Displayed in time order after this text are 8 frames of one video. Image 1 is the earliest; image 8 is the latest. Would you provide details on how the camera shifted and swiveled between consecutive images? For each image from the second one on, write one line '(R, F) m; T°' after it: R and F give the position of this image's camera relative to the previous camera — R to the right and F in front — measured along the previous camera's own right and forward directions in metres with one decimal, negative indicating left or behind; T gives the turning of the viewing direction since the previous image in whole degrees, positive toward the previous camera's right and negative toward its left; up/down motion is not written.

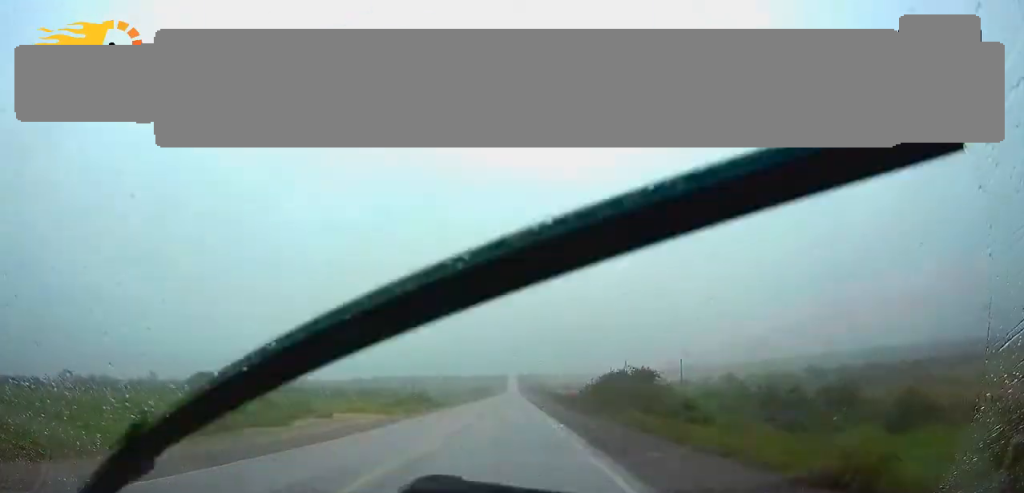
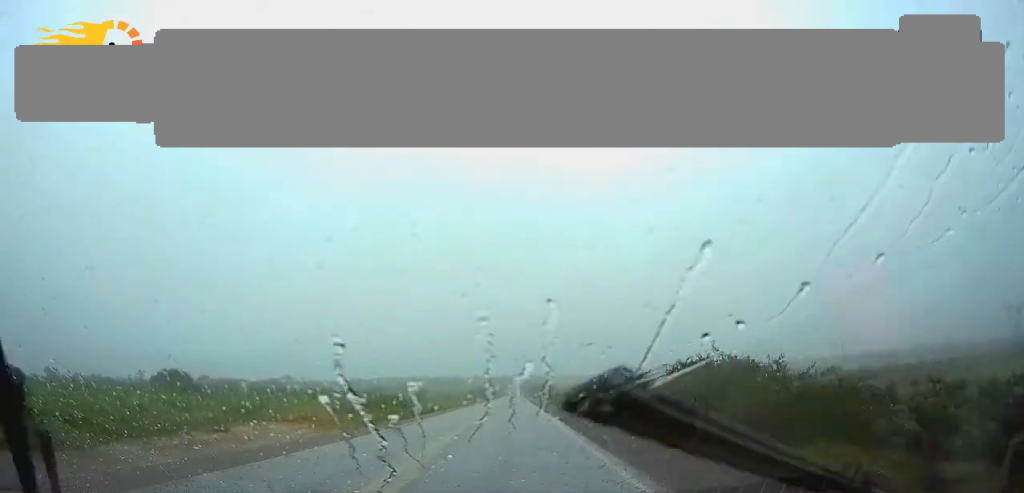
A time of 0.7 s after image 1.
(-0.1, +19.4) m; 0°
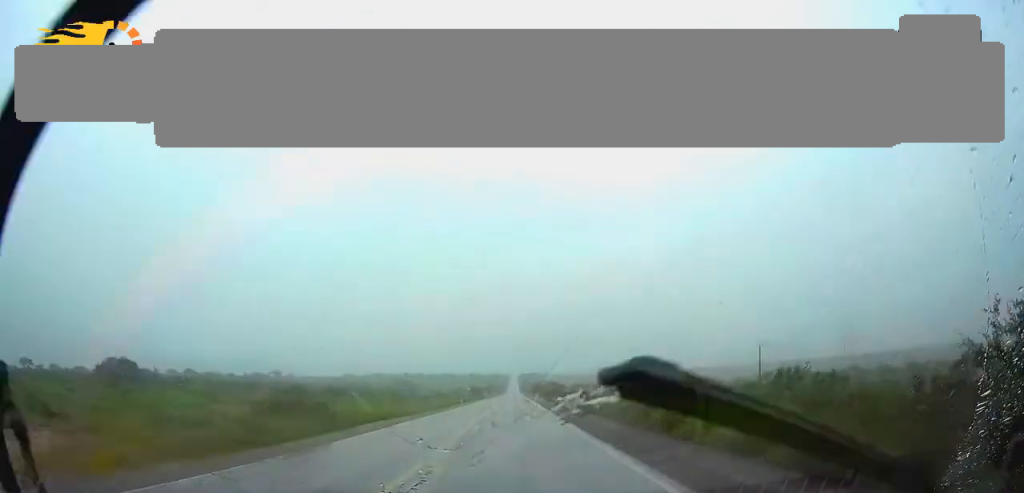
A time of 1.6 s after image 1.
(0.0, +22.3) m; 0°
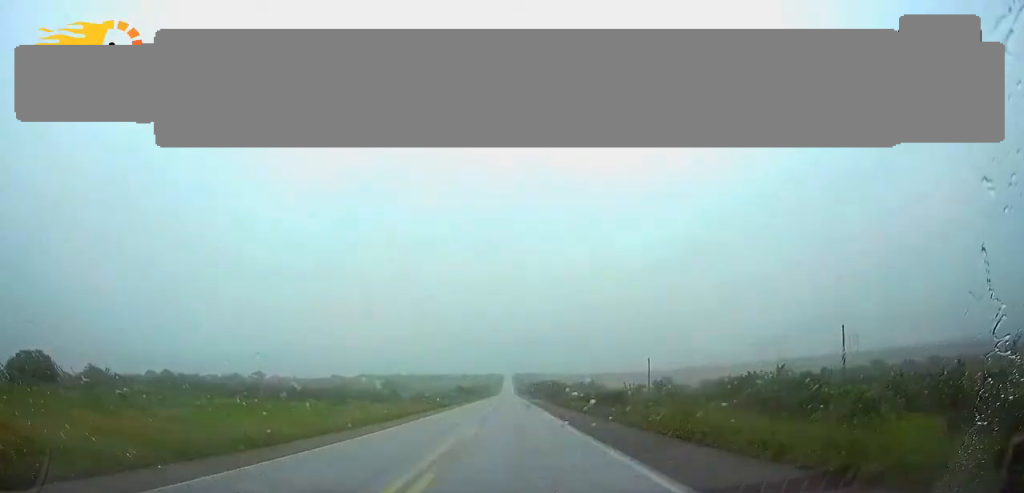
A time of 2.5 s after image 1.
(+0.1, +26.3) m; 0°
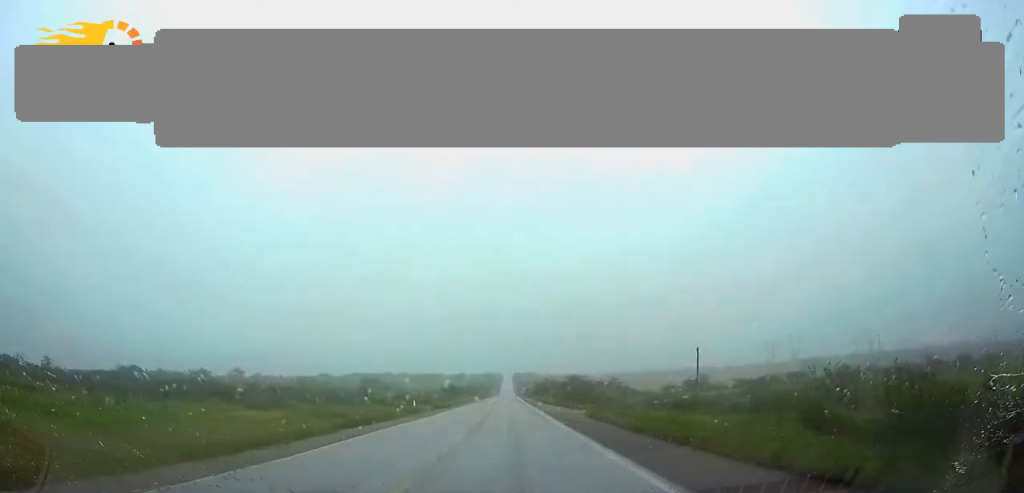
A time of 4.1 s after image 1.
(+0.1, +42.6) m; 0°
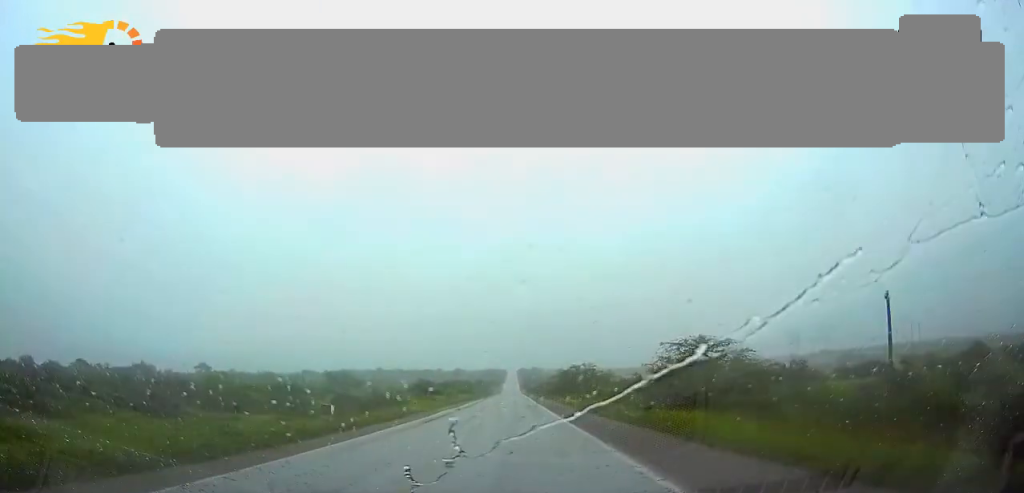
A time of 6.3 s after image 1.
(-0.2, +63.4) m; -1°
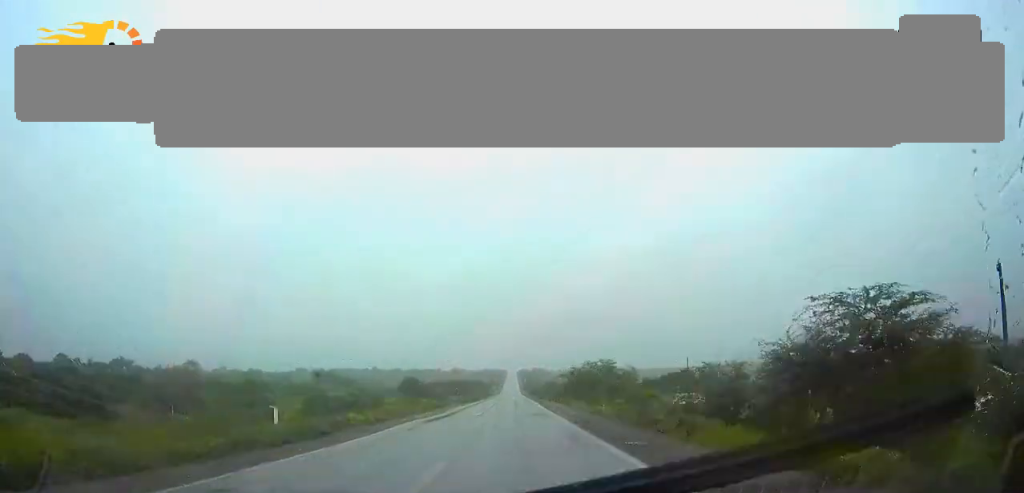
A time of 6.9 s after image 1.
(0.0, +17.2) m; 0°
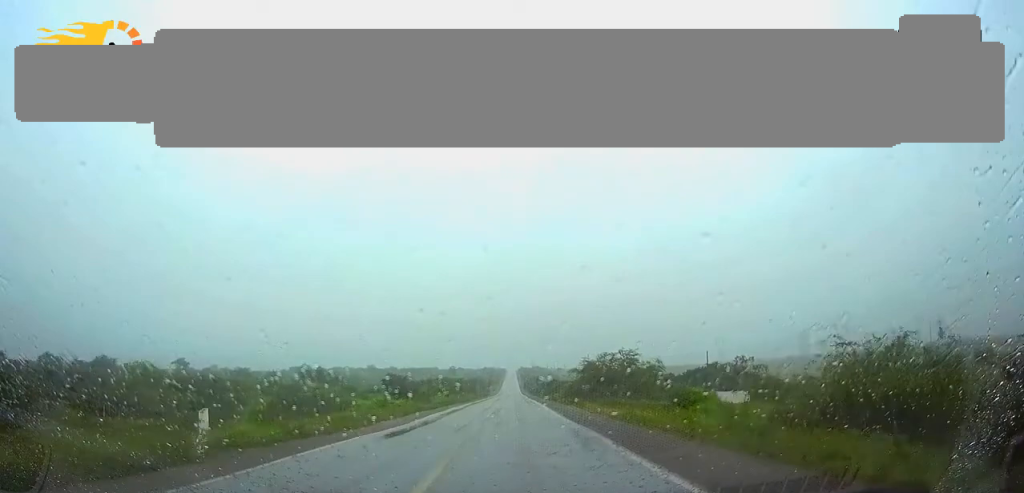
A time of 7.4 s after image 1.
(0.0, +13.4) m; 0°
